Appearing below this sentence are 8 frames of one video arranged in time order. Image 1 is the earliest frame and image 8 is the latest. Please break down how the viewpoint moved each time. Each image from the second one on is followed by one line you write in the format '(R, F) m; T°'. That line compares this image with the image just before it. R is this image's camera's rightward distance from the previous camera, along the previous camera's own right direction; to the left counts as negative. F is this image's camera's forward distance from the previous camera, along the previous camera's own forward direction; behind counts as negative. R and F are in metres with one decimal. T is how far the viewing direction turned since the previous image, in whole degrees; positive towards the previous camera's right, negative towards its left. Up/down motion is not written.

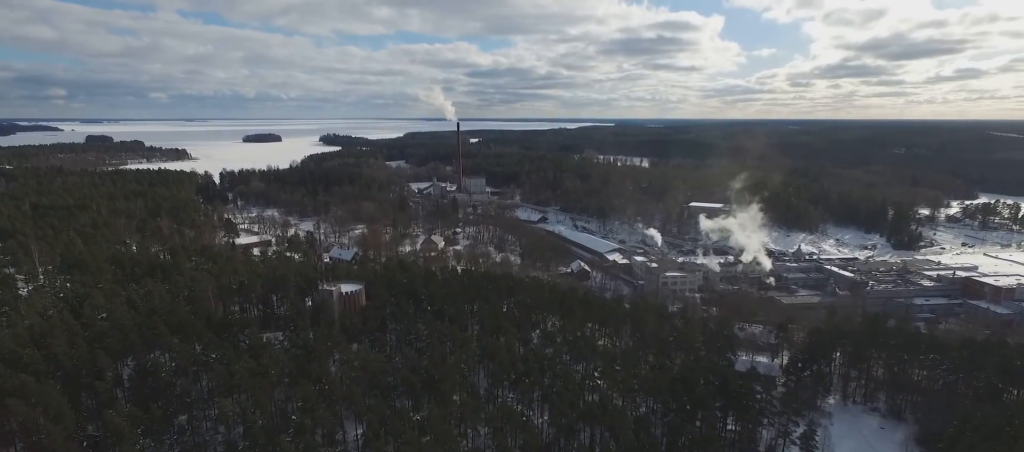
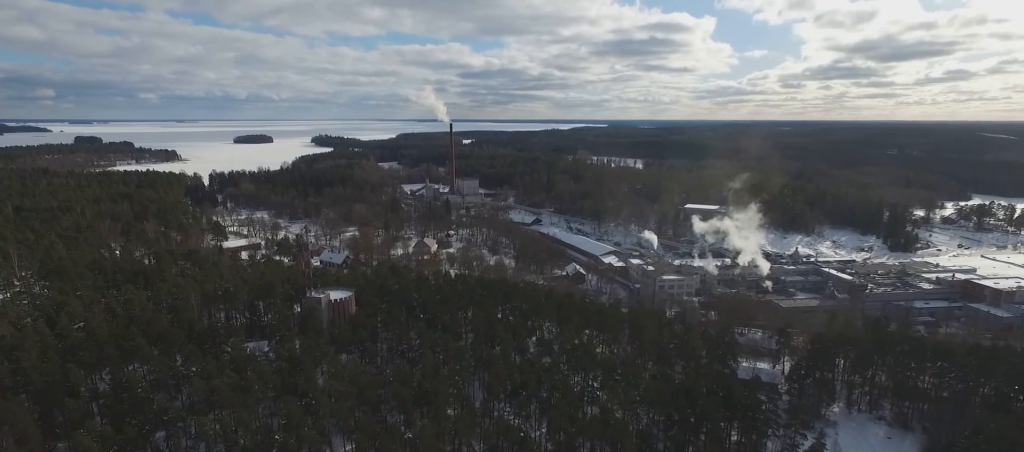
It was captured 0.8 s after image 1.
(0.0, +6.6) m; -1°
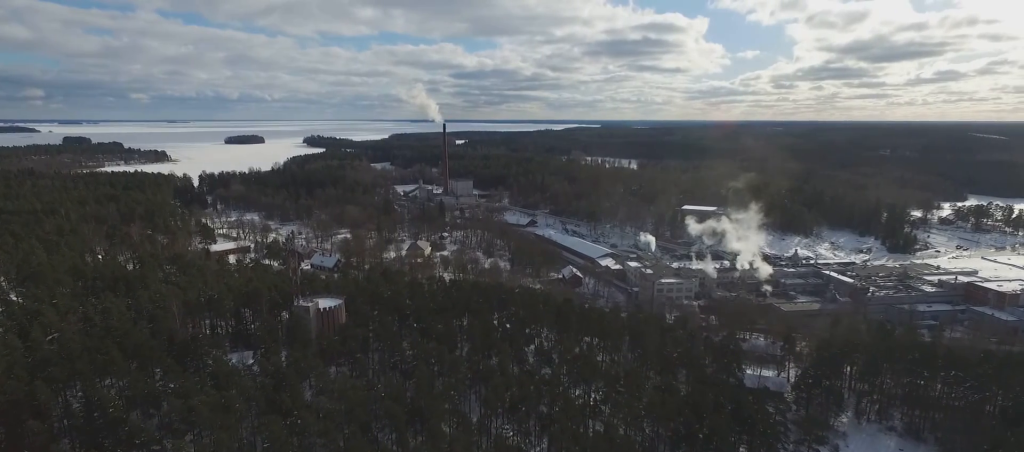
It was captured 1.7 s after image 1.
(-0.1, +7.9) m; -1°
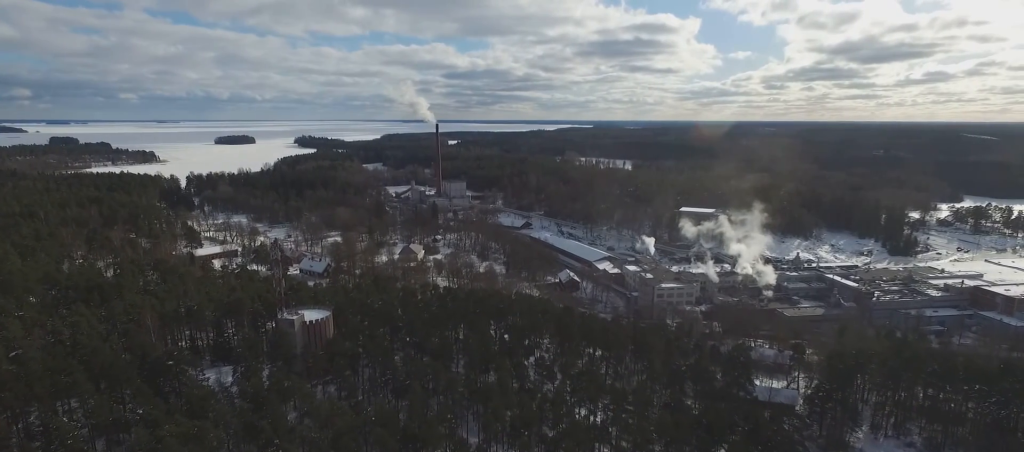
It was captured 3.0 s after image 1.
(-0.1, +10.6) m; -1°
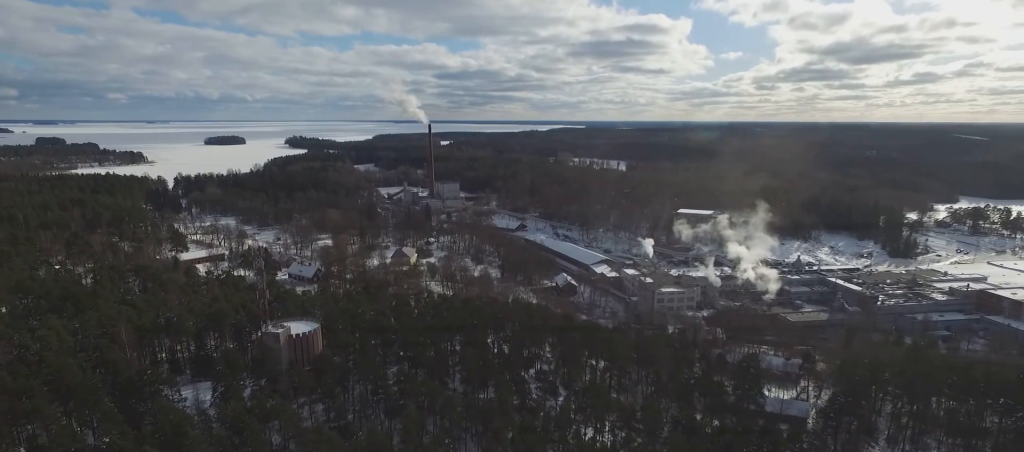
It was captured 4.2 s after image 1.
(0.0, +9.5) m; 0°
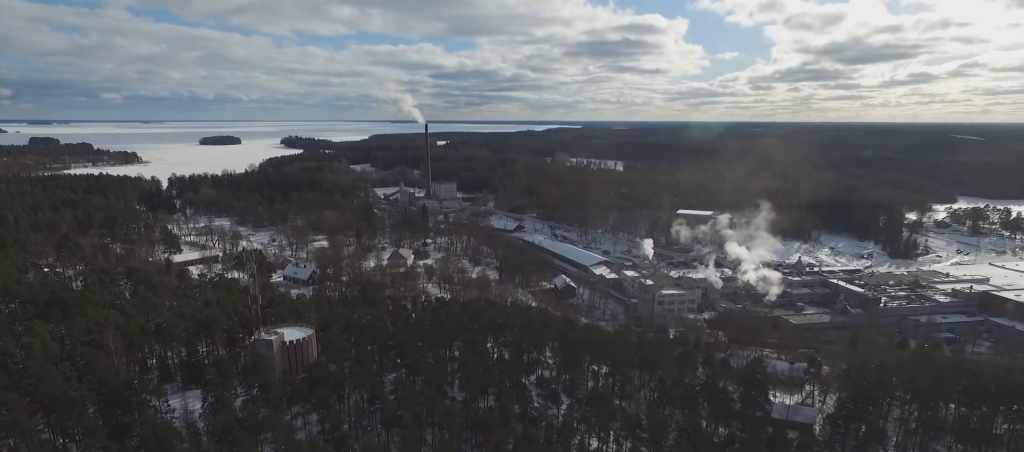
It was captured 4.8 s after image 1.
(0.0, +4.6) m; 0°
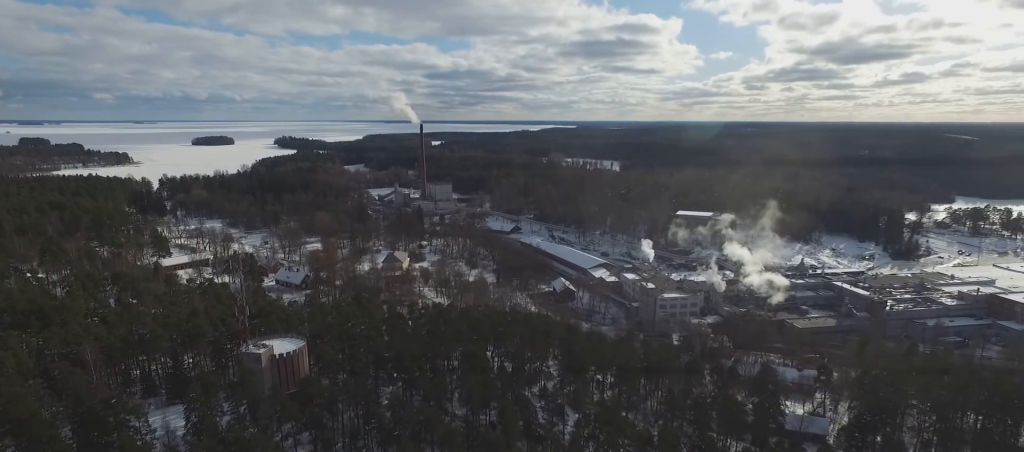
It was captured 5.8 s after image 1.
(0.0, +8.0) m; 0°
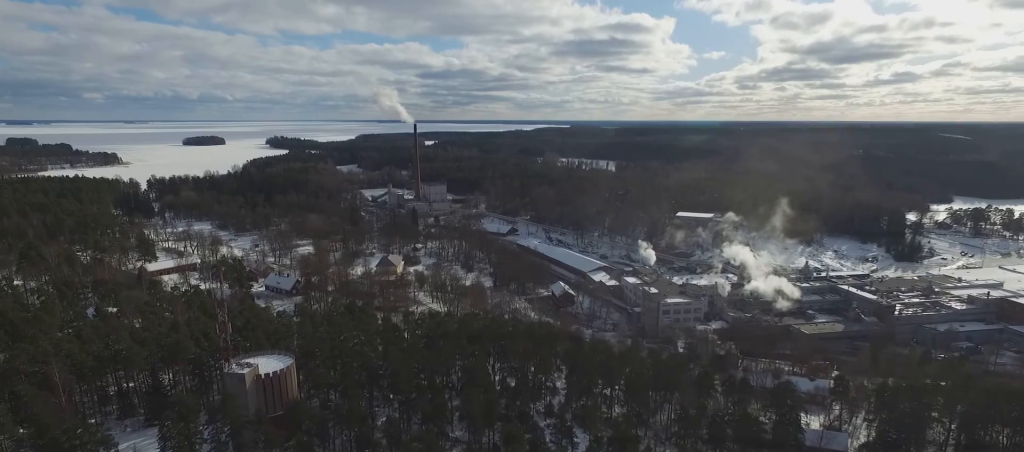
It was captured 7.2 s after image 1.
(0.0, +10.7) m; -1°
